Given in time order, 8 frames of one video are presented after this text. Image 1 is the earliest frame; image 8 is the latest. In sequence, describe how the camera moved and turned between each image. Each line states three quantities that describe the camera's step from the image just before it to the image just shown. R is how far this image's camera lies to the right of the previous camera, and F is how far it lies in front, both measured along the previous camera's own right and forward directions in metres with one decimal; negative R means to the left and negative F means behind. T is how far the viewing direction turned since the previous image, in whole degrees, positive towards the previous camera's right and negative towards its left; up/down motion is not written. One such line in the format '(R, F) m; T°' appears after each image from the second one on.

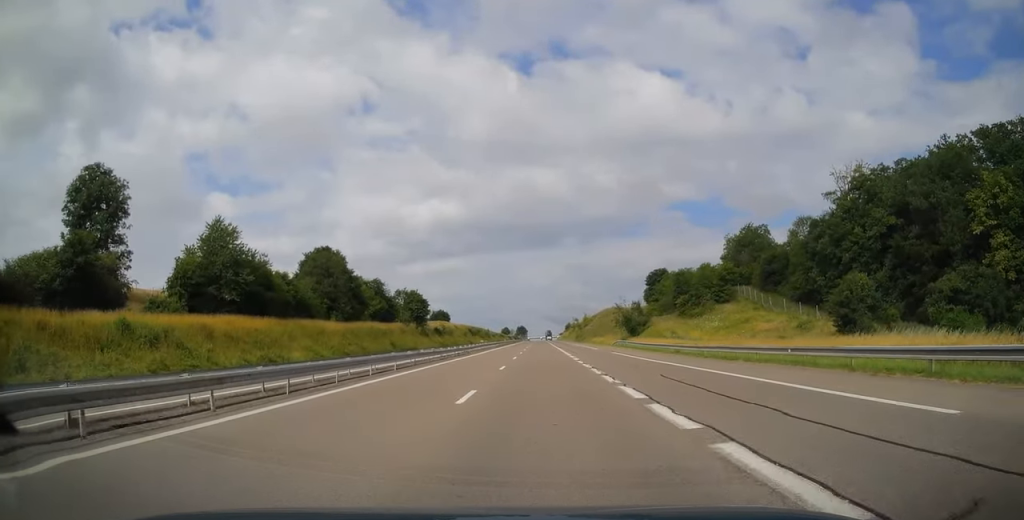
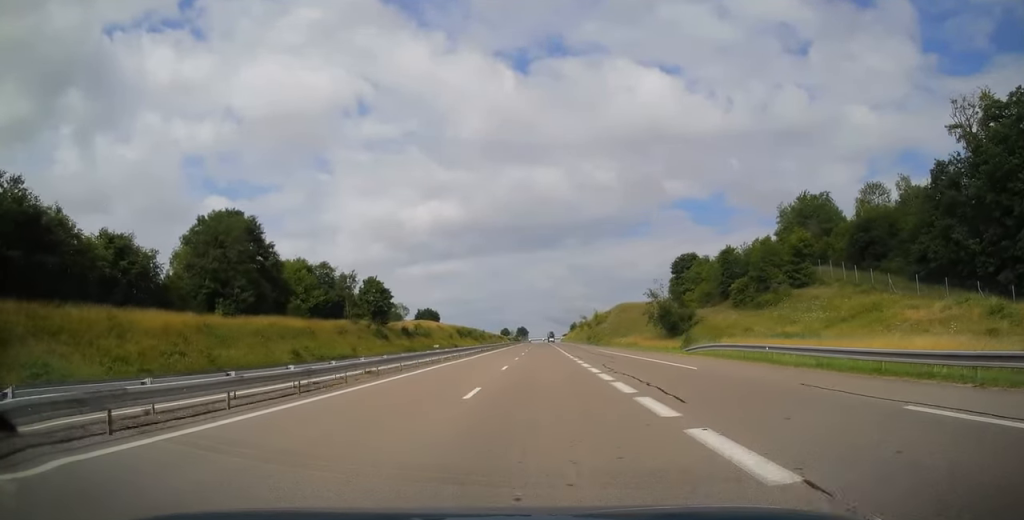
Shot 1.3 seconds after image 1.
(+0.4, +37.4) m; 0°
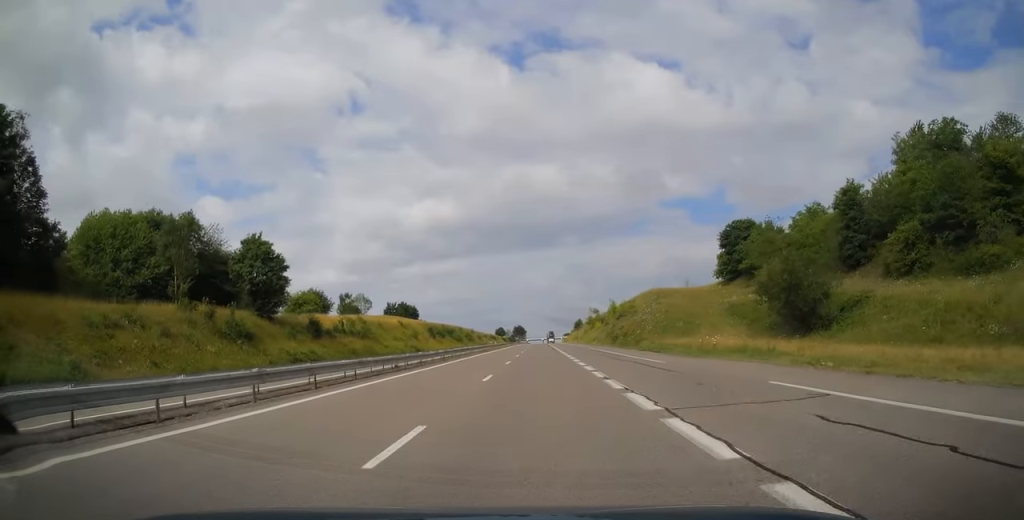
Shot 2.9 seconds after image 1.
(-0.8, +46.1) m; 0°
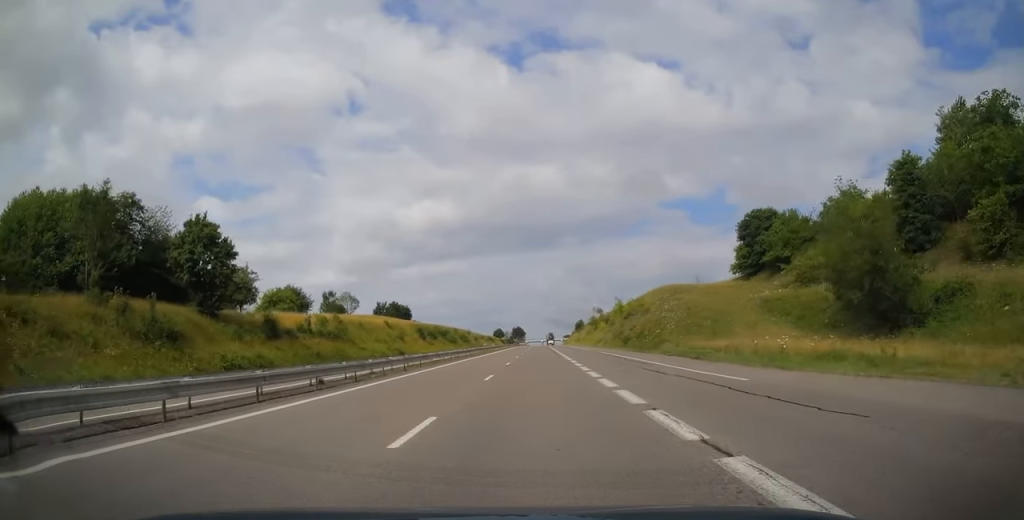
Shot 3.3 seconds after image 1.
(-0.1, +11.7) m; 0°
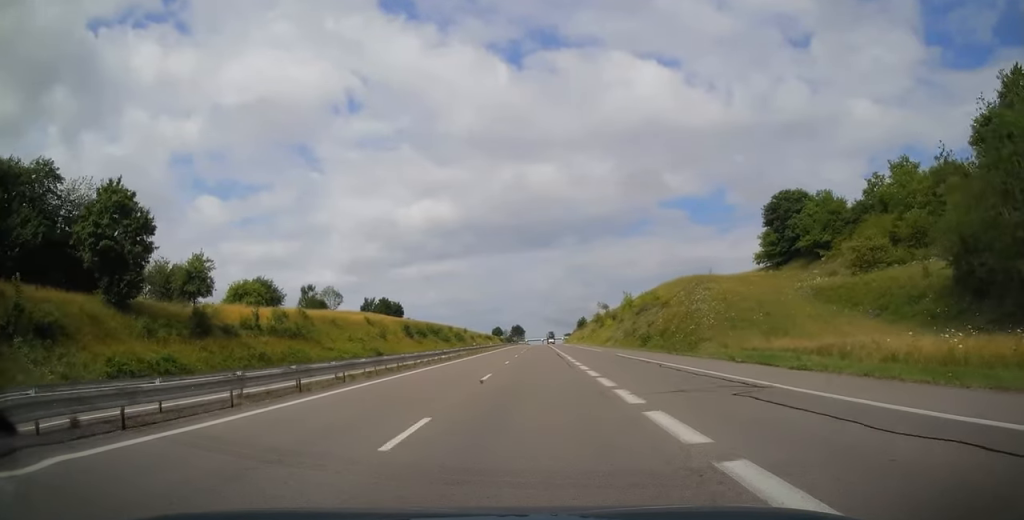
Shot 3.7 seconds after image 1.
(+0.2, +13.1) m; 0°
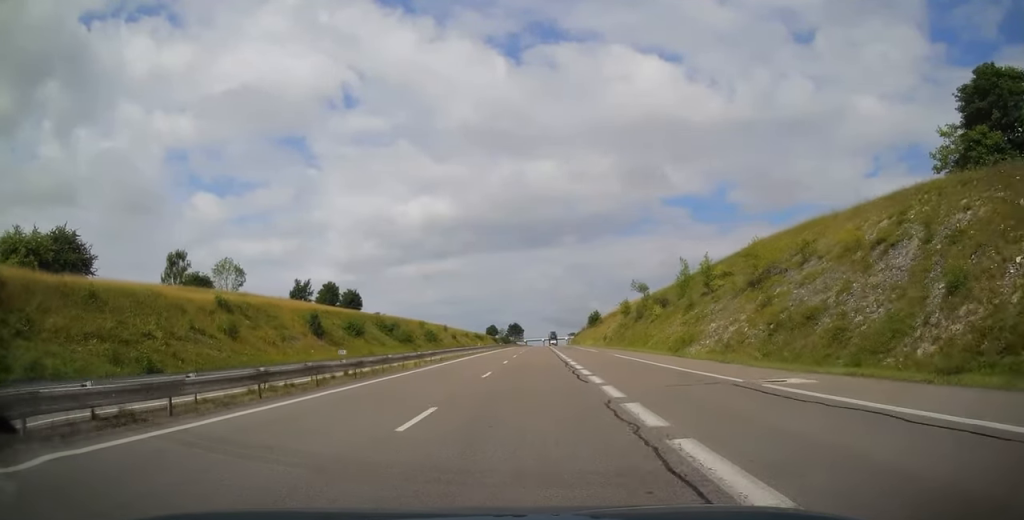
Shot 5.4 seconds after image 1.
(-0.3, +50.1) m; -1°
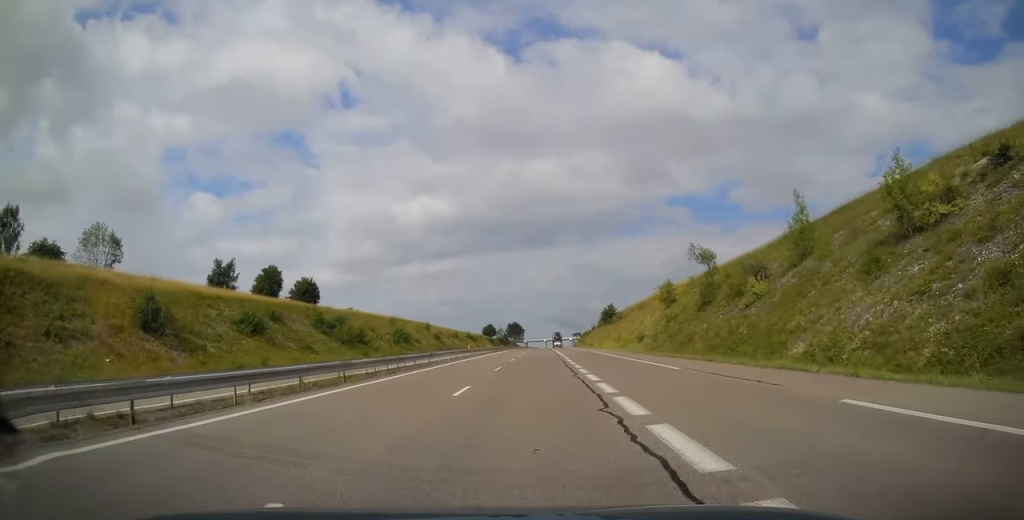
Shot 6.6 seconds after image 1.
(+0.2, +33.1) m; +1°
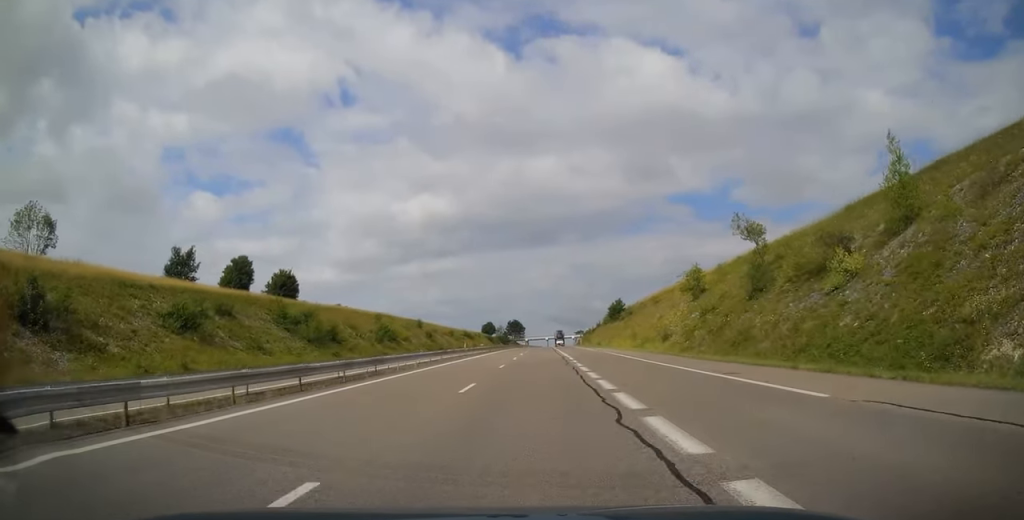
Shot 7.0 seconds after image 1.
(+0.2, +12.2) m; 0°
